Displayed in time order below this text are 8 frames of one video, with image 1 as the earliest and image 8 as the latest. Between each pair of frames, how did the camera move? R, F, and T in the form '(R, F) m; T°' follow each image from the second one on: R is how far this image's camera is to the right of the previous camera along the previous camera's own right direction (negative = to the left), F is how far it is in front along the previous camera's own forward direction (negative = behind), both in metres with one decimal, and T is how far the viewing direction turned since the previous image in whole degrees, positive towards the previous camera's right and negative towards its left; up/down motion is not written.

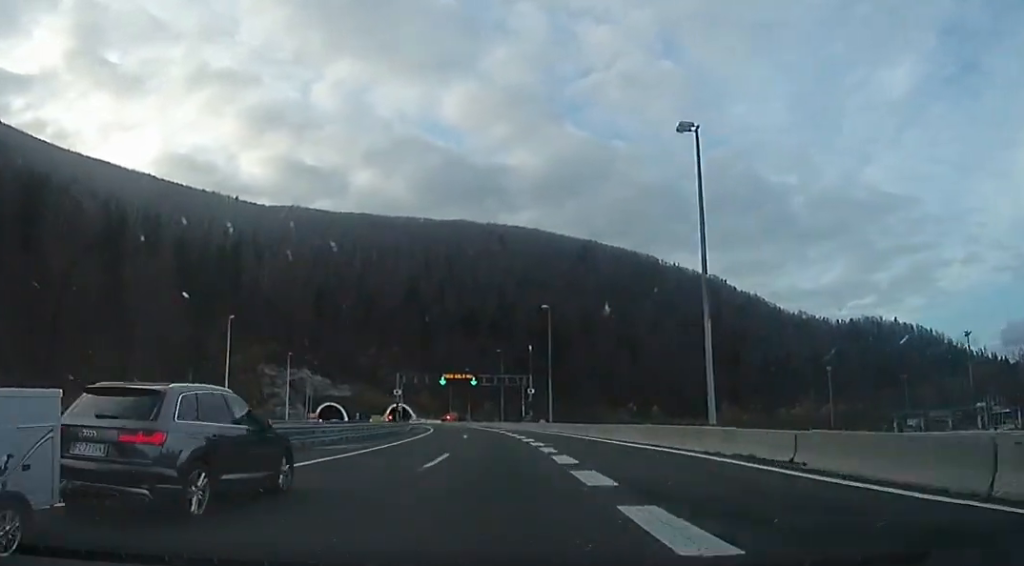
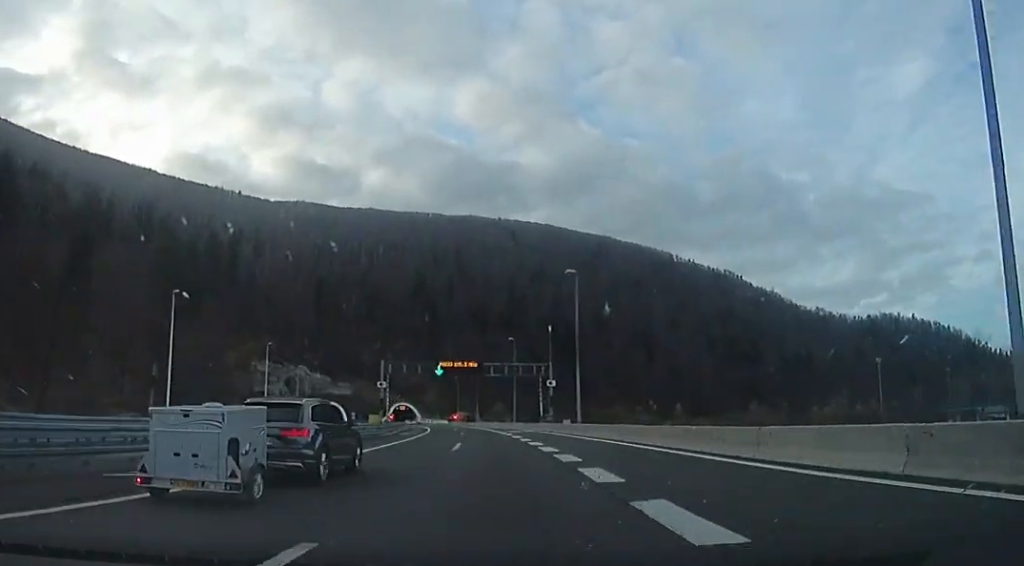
(+0.3, +17.0) m; 0°
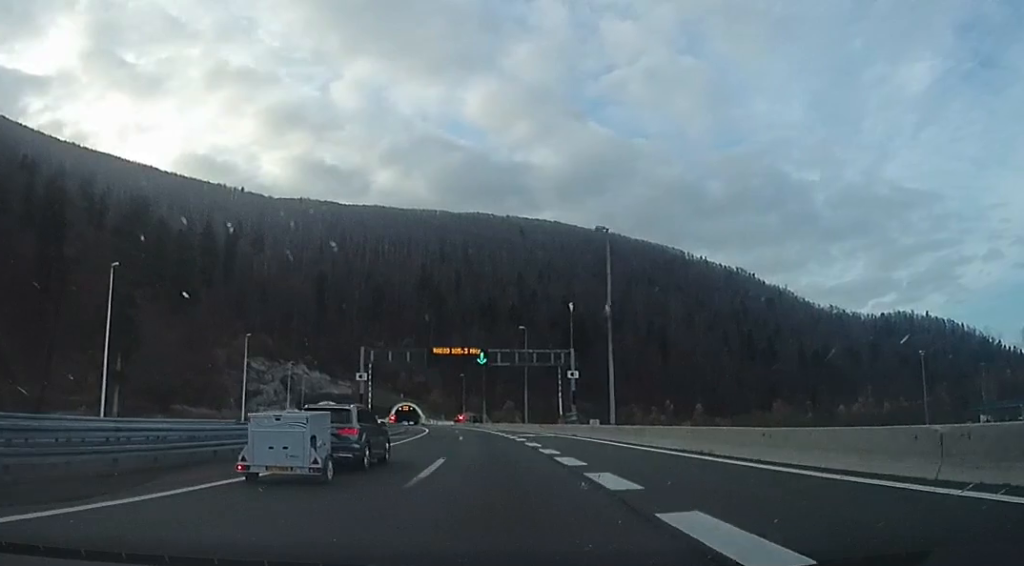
(-0.1, +12.8) m; -1°
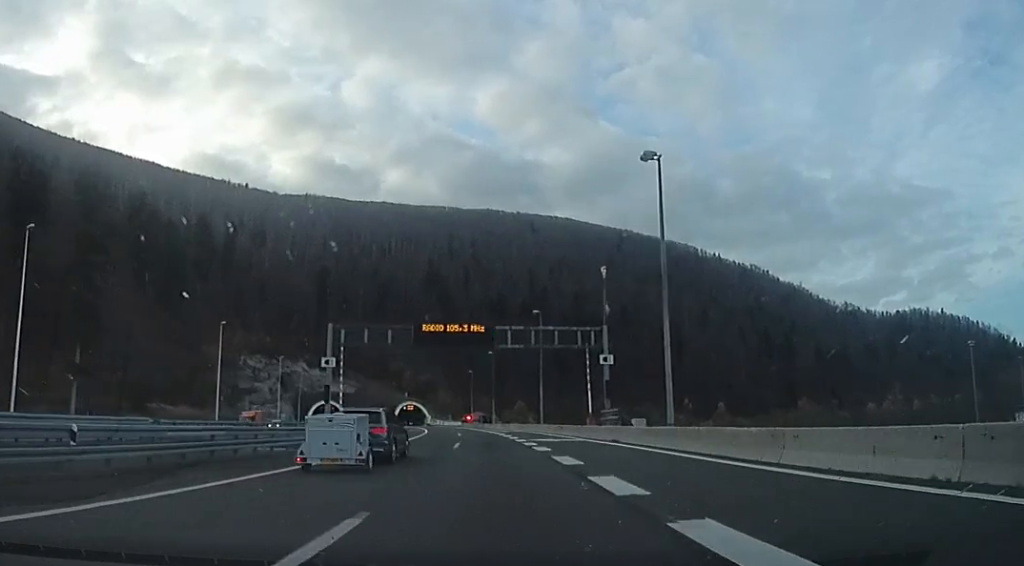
(0.0, +12.4) m; -2°
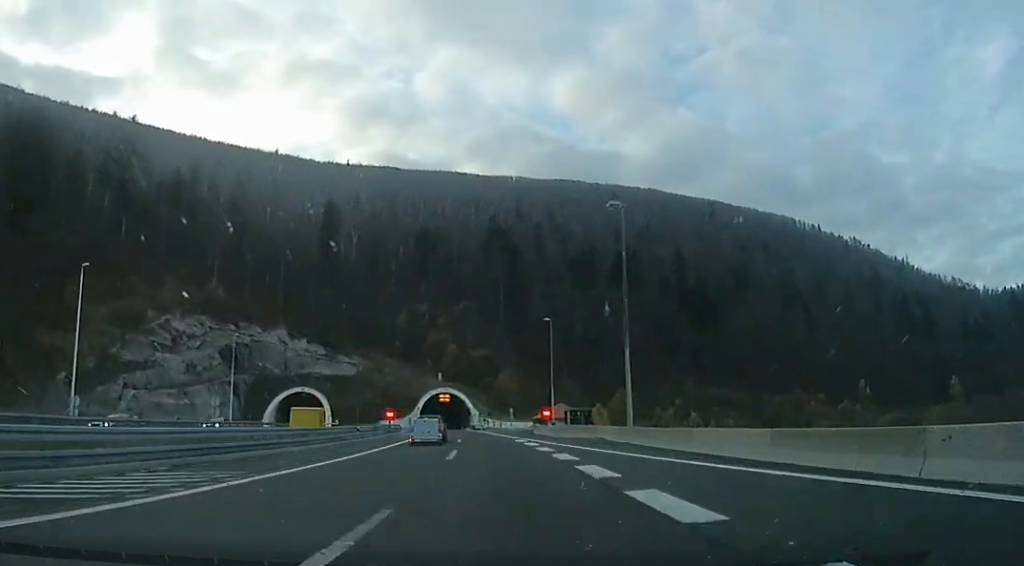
(-6.0, +81.8) m; -7°
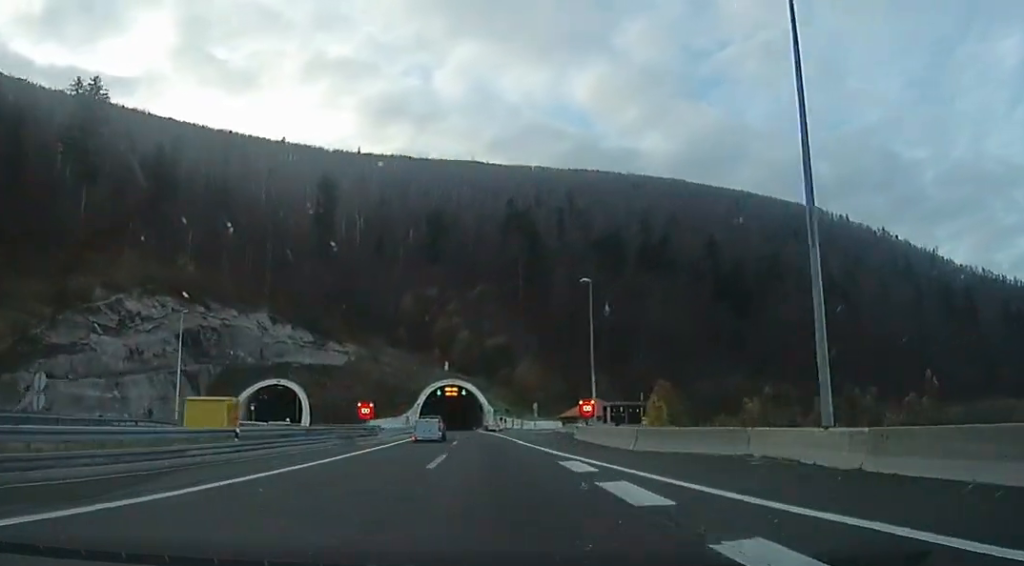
(-0.3, +21.9) m; -2°
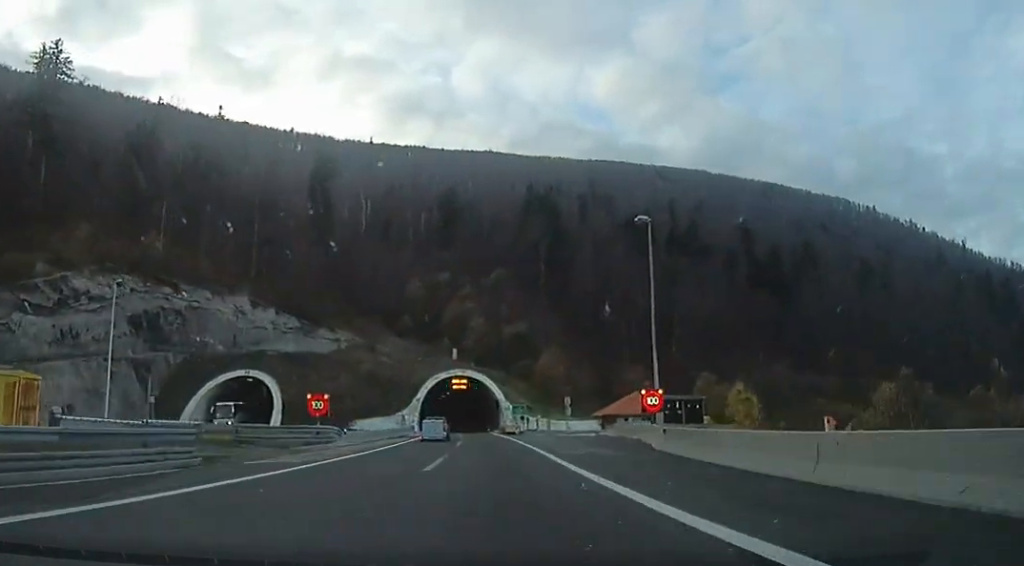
(-0.4, +18.0) m; -2°
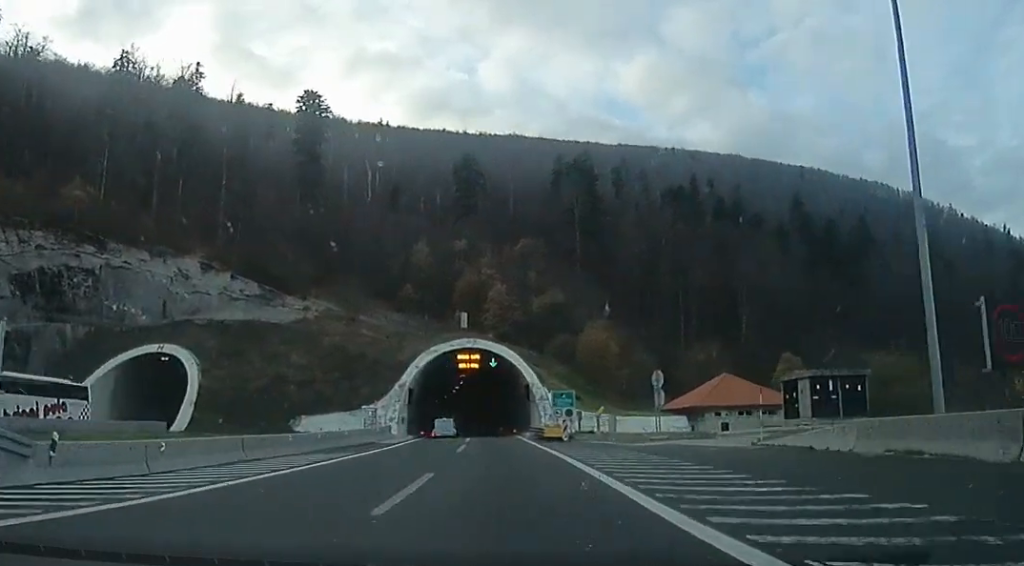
(-0.3, +25.7) m; 0°
